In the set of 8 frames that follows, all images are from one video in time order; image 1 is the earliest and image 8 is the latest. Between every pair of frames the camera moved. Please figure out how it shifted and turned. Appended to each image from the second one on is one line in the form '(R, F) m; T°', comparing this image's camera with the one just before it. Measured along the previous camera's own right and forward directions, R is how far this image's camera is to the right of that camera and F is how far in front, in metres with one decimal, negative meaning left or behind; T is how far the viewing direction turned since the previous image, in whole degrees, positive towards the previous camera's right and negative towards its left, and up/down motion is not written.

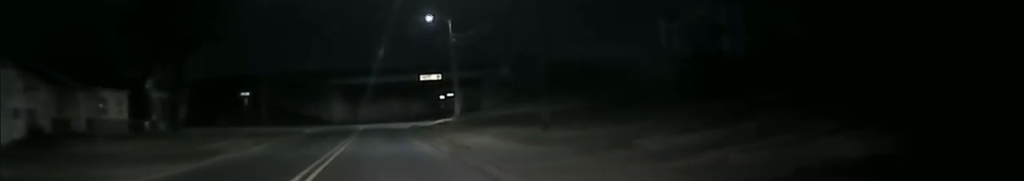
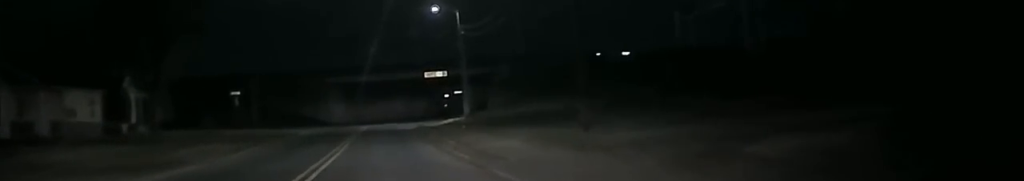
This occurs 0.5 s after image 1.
(0.0, +7.3) m; -1°
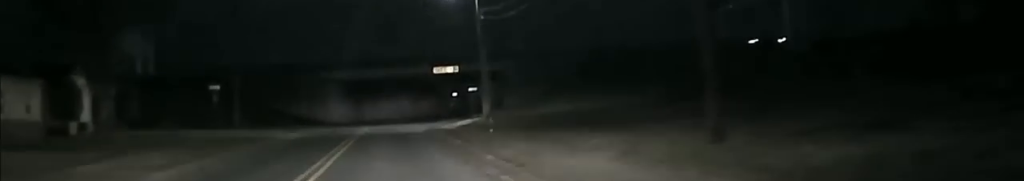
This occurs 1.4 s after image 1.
(-0.1, +12.4) m; -3°
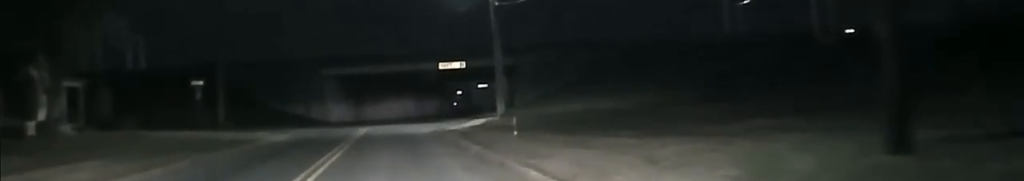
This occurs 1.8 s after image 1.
(-0.3, +6.2) m; 0°
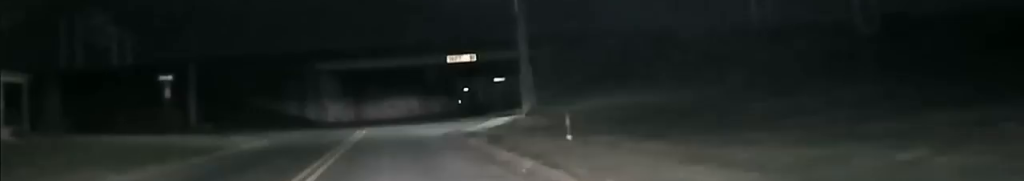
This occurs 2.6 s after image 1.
(-0.2, +9.5) m; 0°
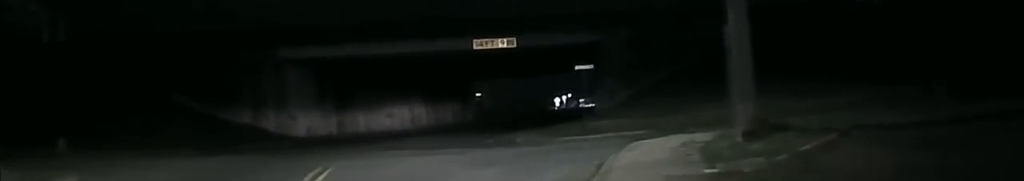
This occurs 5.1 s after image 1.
(+1.3, +24.3) m; +6°
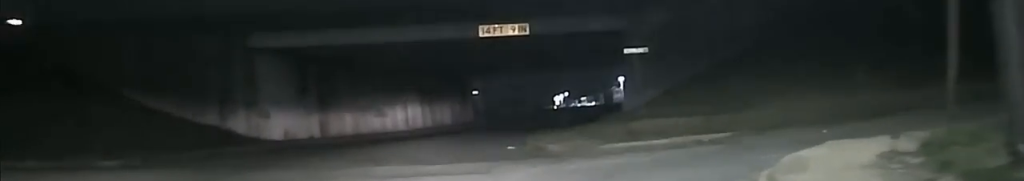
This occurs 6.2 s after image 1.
(0.0, +7.8) m; +4°
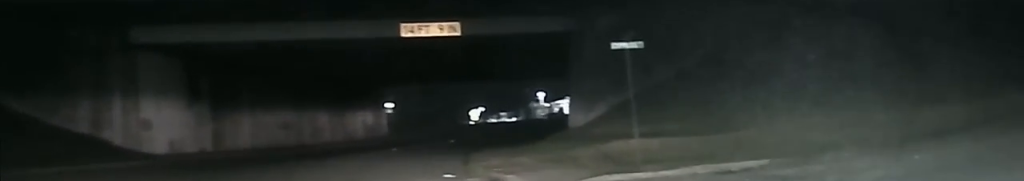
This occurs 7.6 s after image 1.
(+1.1, +7.4) m; +21°
